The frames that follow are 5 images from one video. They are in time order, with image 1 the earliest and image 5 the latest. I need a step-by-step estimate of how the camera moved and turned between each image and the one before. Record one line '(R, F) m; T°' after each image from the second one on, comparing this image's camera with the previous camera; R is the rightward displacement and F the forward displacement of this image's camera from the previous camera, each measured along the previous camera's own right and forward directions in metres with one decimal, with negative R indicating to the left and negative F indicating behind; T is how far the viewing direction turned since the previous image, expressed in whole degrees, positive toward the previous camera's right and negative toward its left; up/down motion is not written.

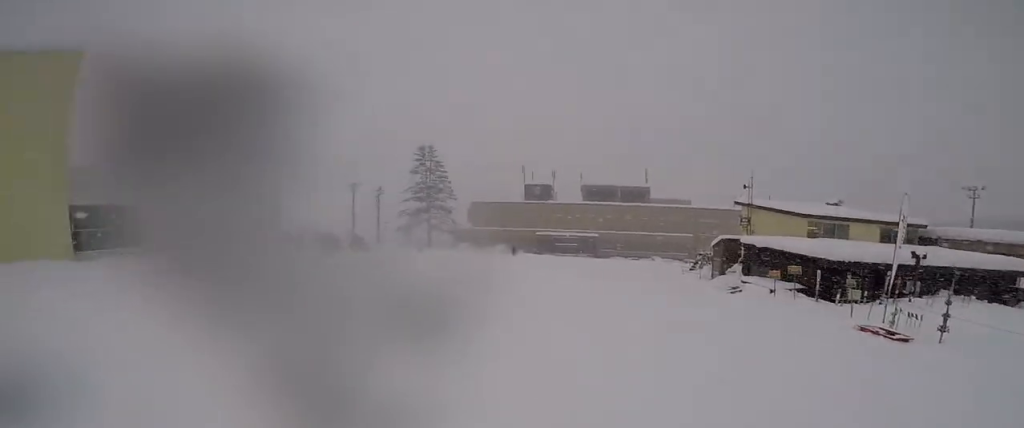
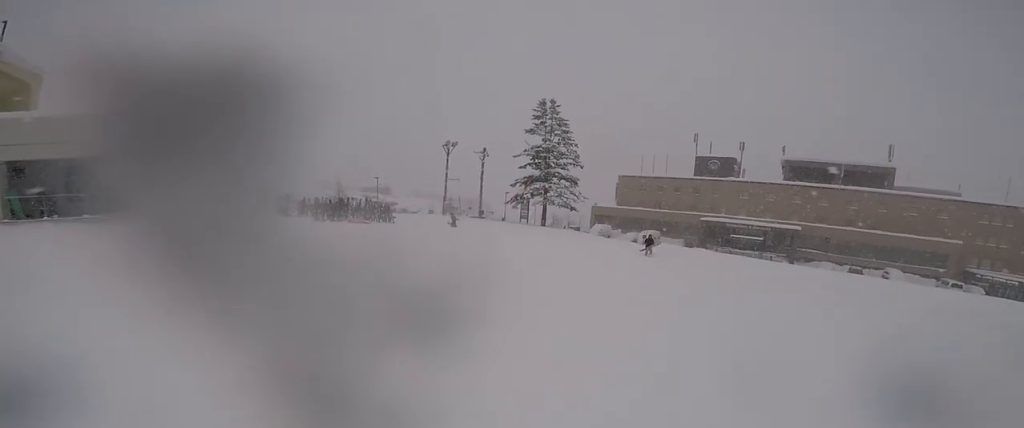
(+0.2, +16.3) m; +1°
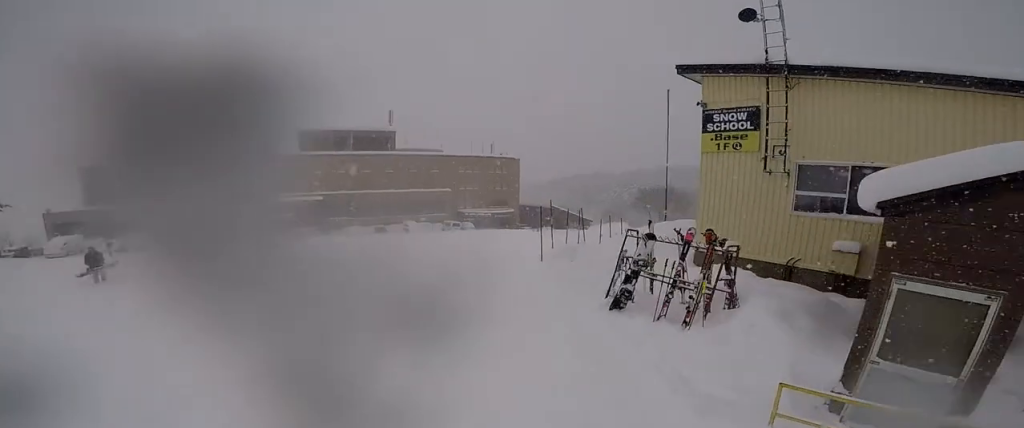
(-0.1, +6.3) m; +10°
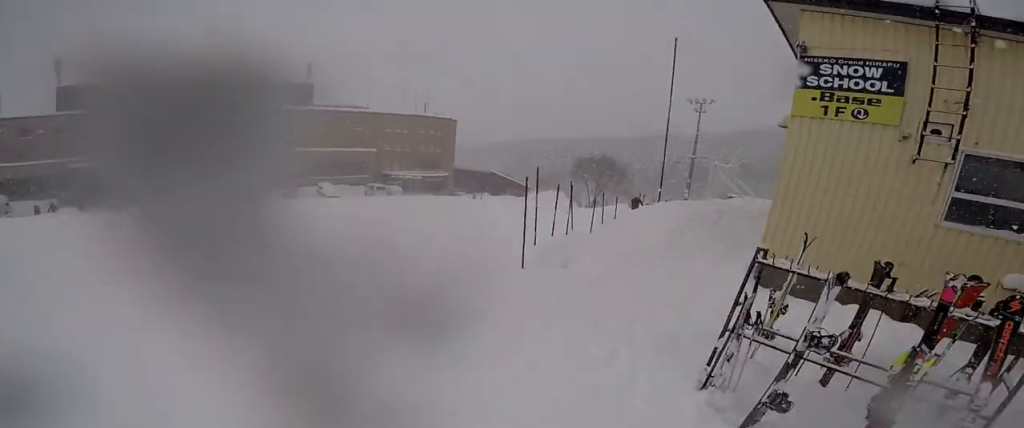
(+0.6, +4.1) m; +14°
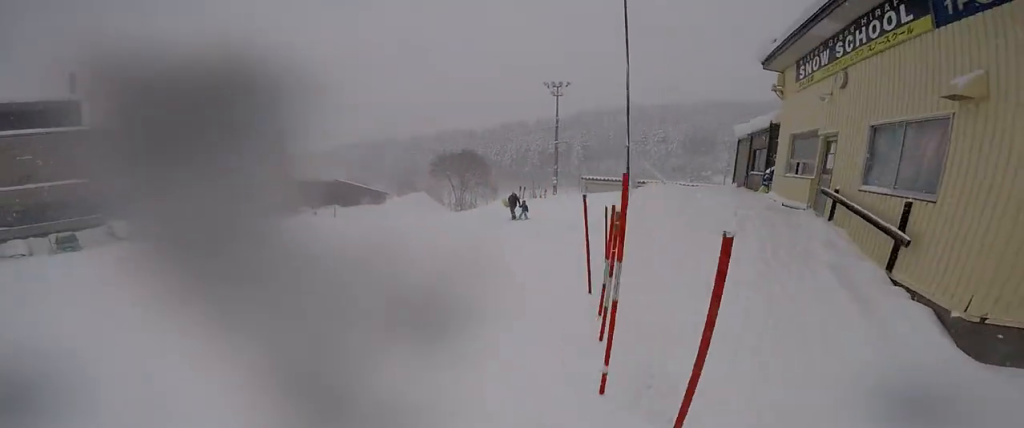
(+0.8, +5.1) m; +15°
